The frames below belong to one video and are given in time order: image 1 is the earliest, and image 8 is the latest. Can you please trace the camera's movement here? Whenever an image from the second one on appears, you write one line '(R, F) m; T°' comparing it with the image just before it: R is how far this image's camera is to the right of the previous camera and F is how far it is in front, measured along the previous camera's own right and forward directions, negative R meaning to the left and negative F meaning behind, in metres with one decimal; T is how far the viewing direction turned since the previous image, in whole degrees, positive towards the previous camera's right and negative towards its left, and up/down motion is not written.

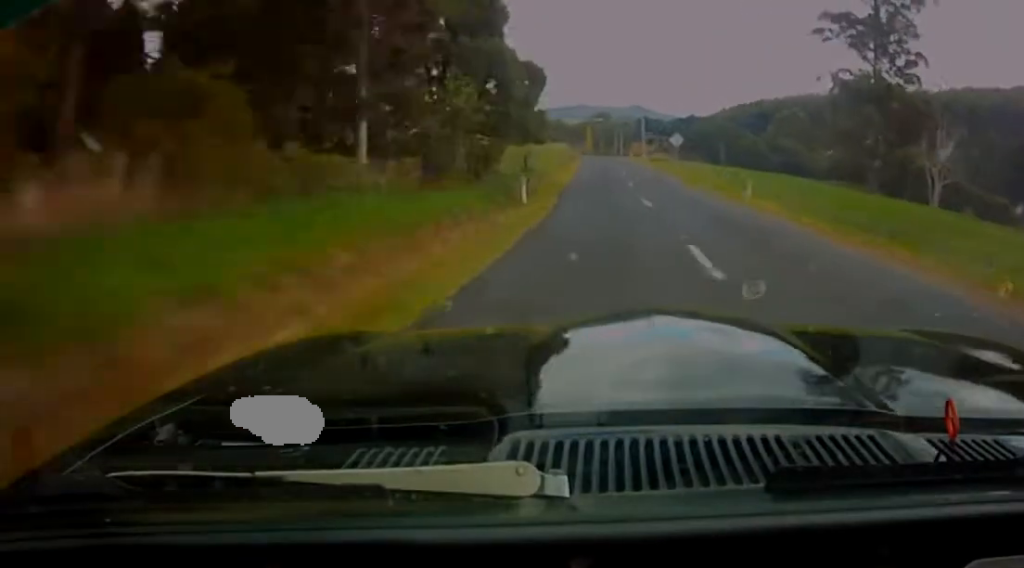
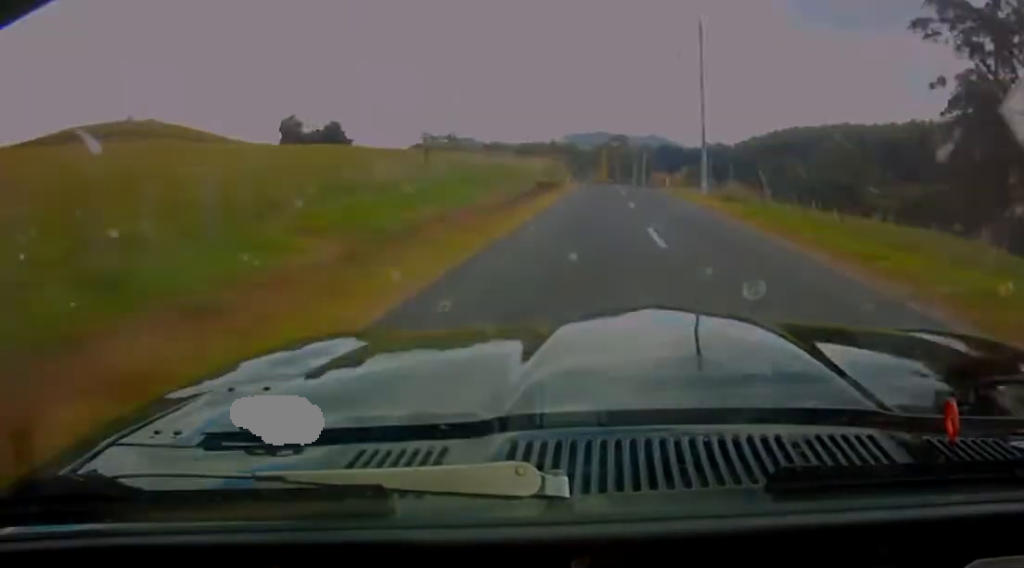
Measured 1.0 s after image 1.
(-0.5, +41.9) m; -1°
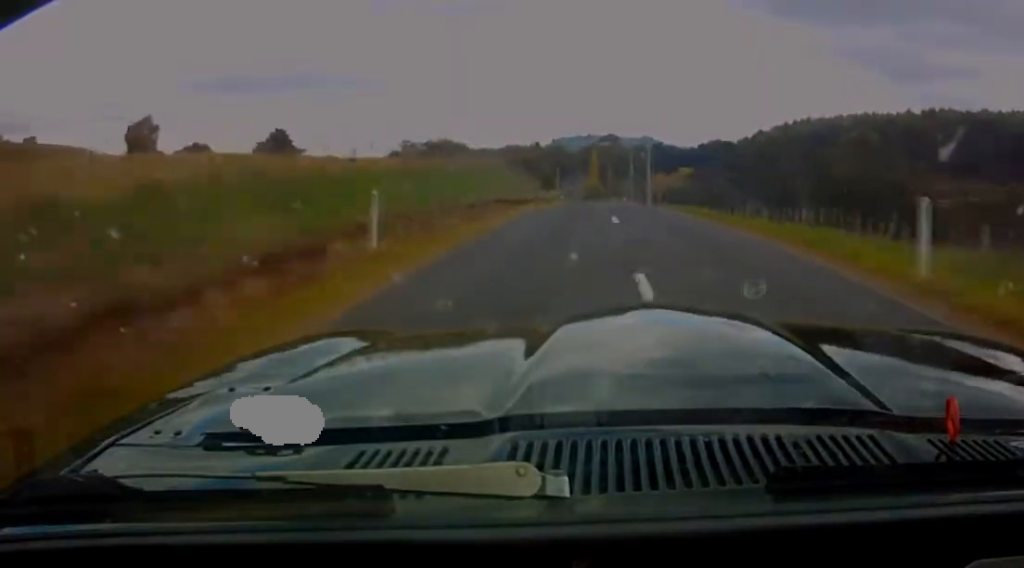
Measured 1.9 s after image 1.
(-0.1, +41.4) m; -1°
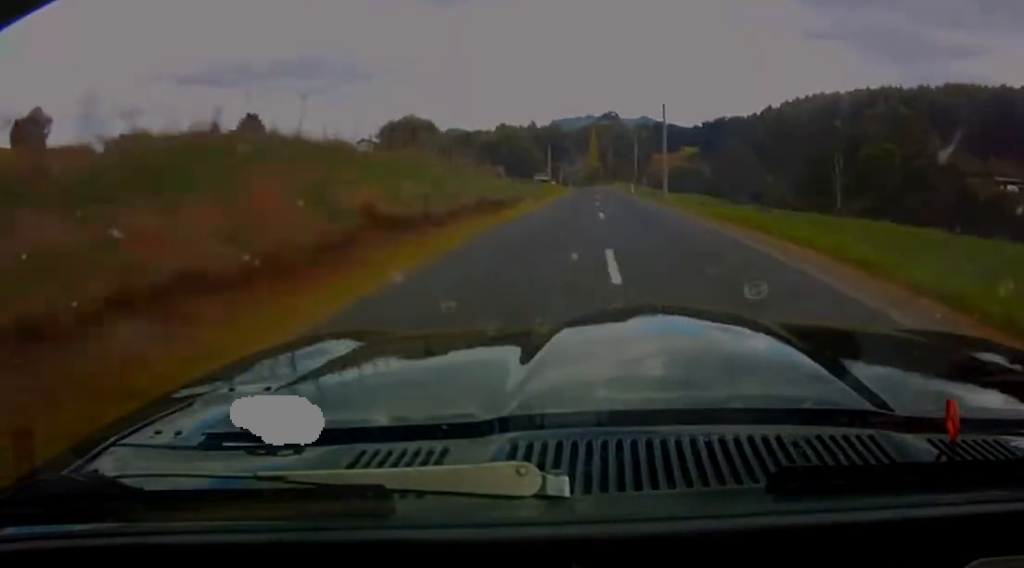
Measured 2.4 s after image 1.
(0.0, +20.9) m; 0°
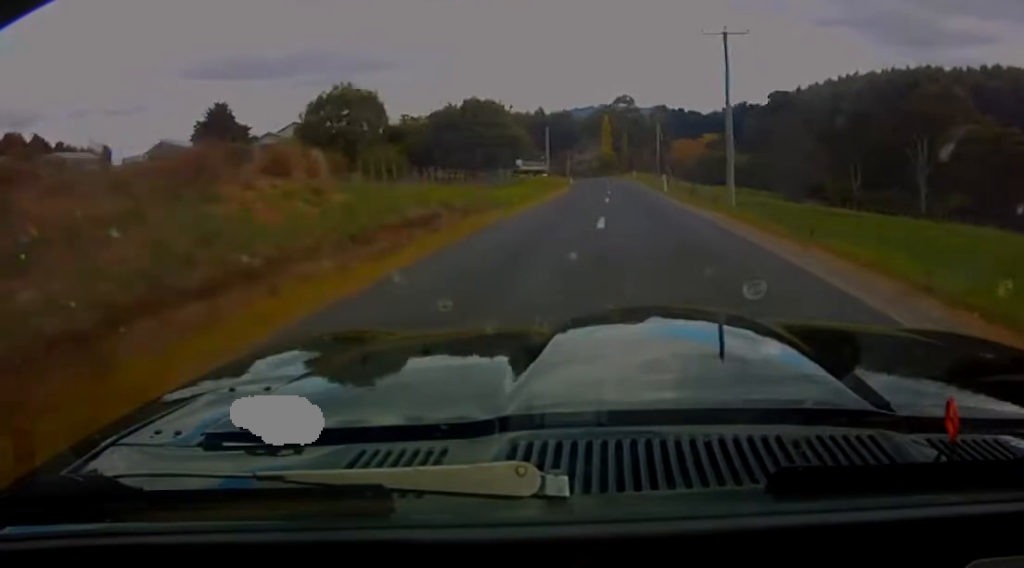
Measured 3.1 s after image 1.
(-0.2, +26.6) m; -1°
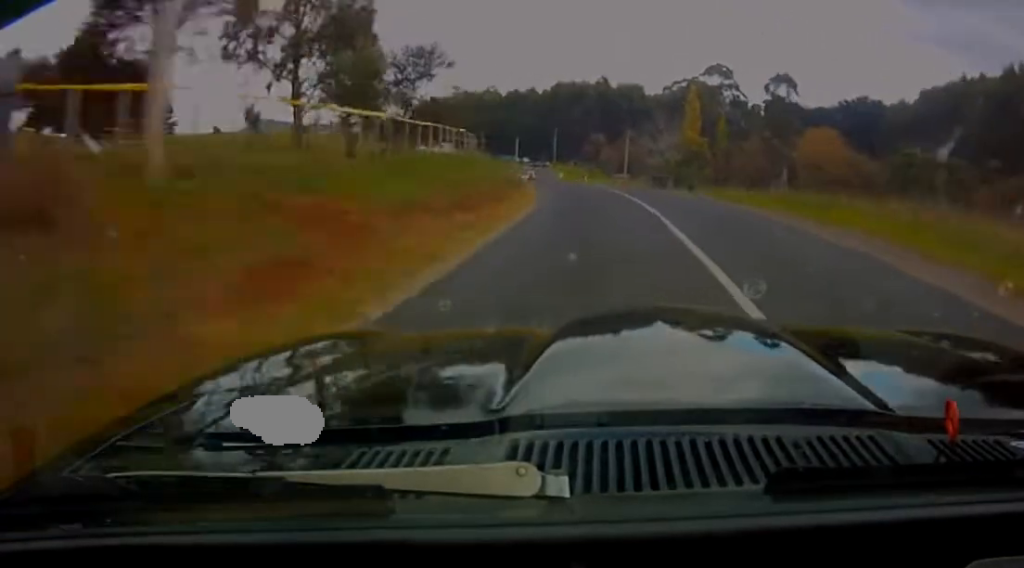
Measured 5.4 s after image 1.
(-4.5, +78.3) m; -9°
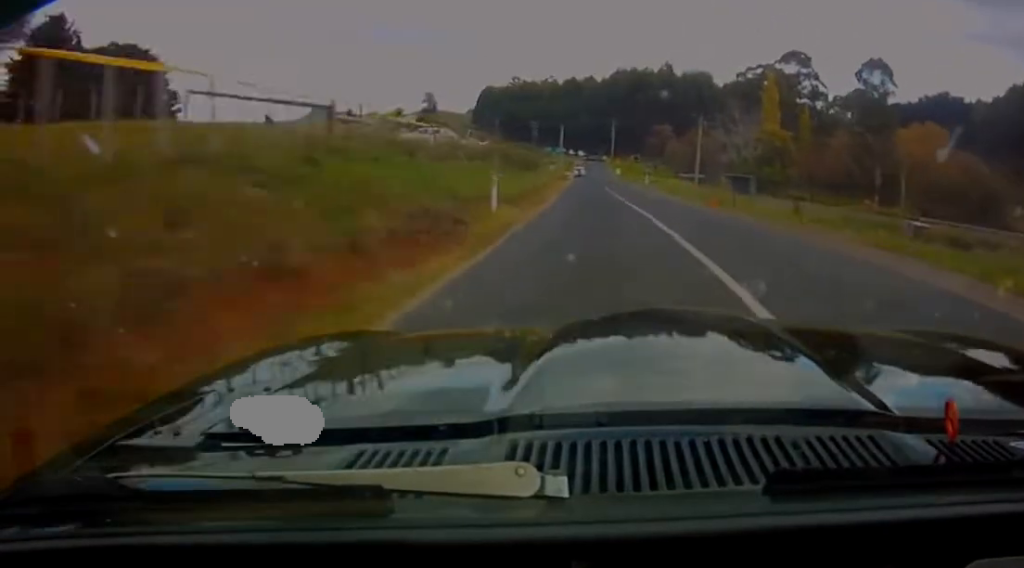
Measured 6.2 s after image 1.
(-0.8, +19.6) m; -3°
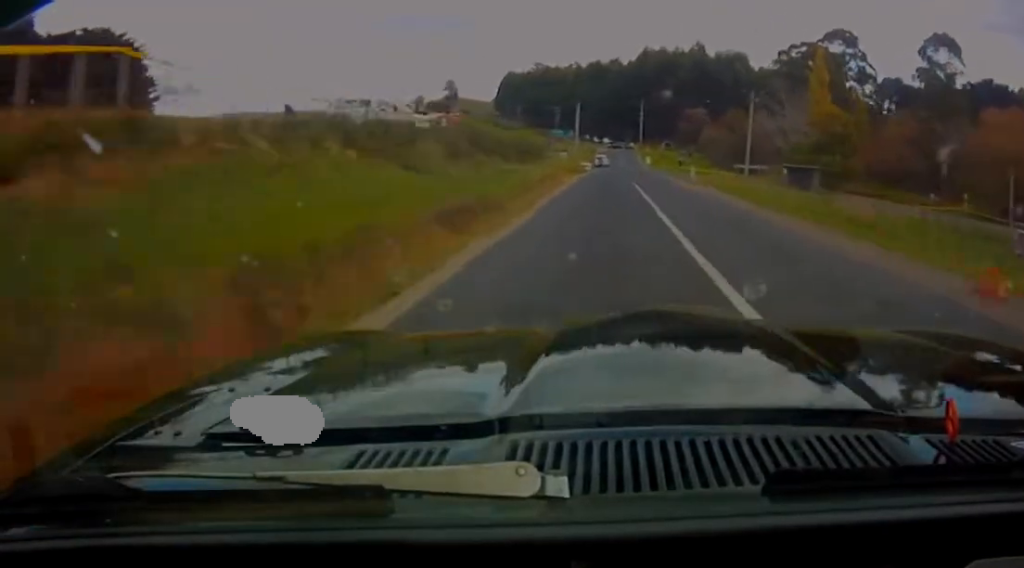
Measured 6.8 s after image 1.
(-0.2, +14.9) m; 0°
